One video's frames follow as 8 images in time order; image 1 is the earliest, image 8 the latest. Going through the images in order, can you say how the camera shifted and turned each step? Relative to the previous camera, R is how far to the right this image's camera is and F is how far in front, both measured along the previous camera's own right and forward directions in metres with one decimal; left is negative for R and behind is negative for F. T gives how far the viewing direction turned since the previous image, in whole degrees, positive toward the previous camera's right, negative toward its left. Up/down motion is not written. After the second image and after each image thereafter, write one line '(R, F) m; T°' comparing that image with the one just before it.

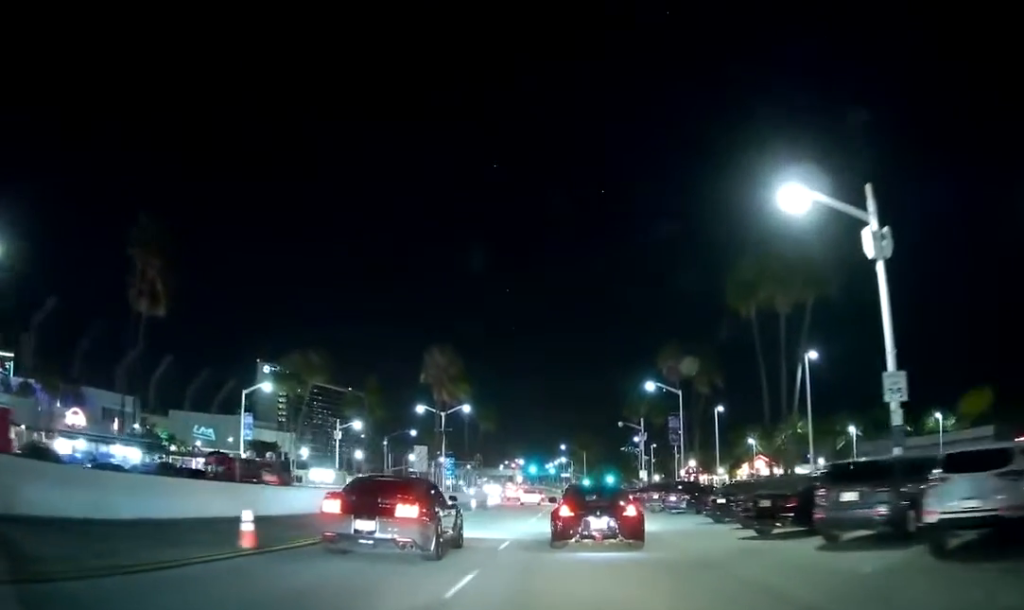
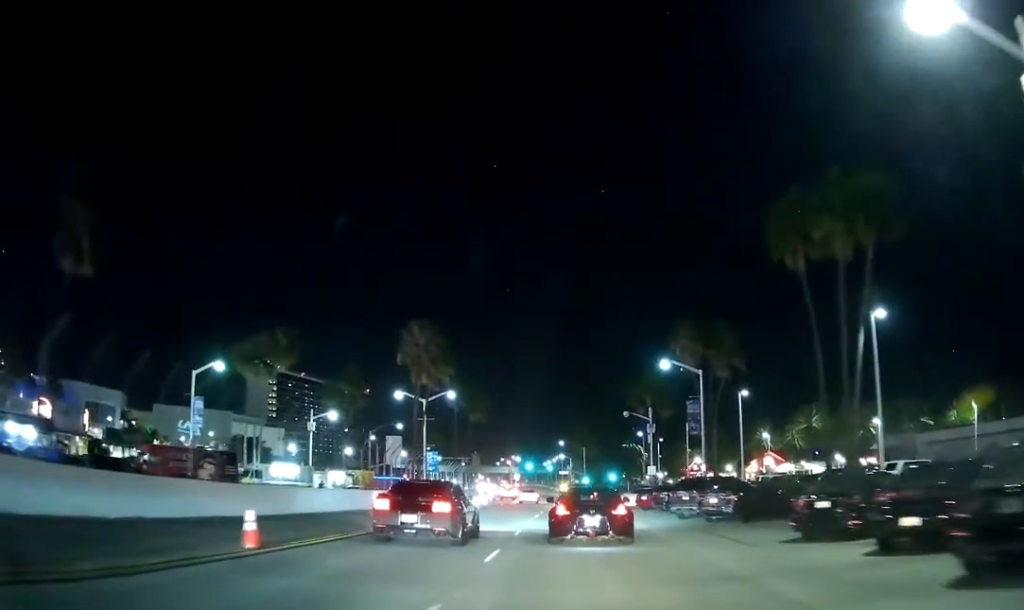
(+0.2, +9.8) m; 0°
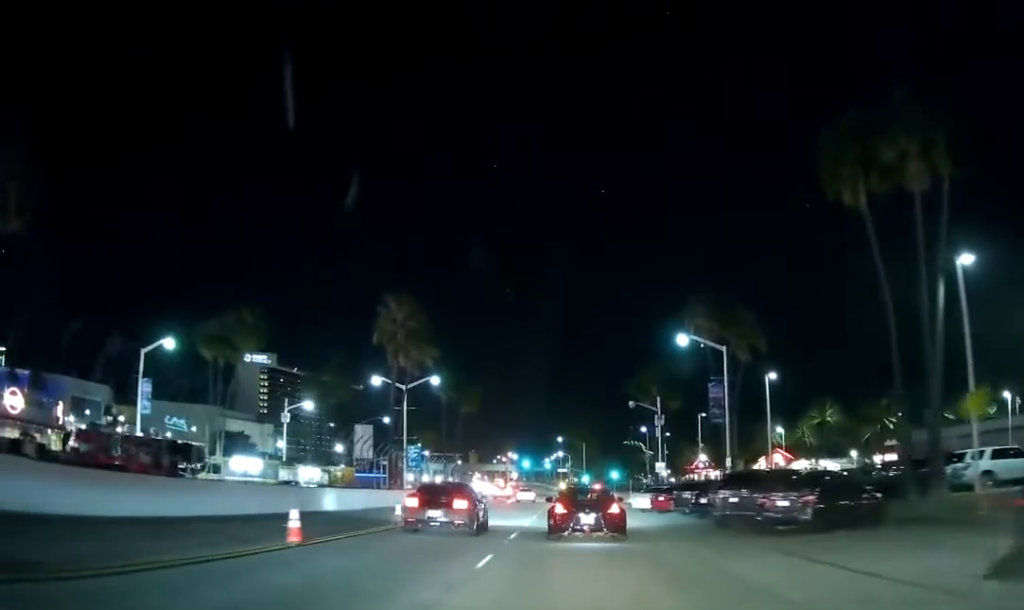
(-0.2, +8.3) m; -2°
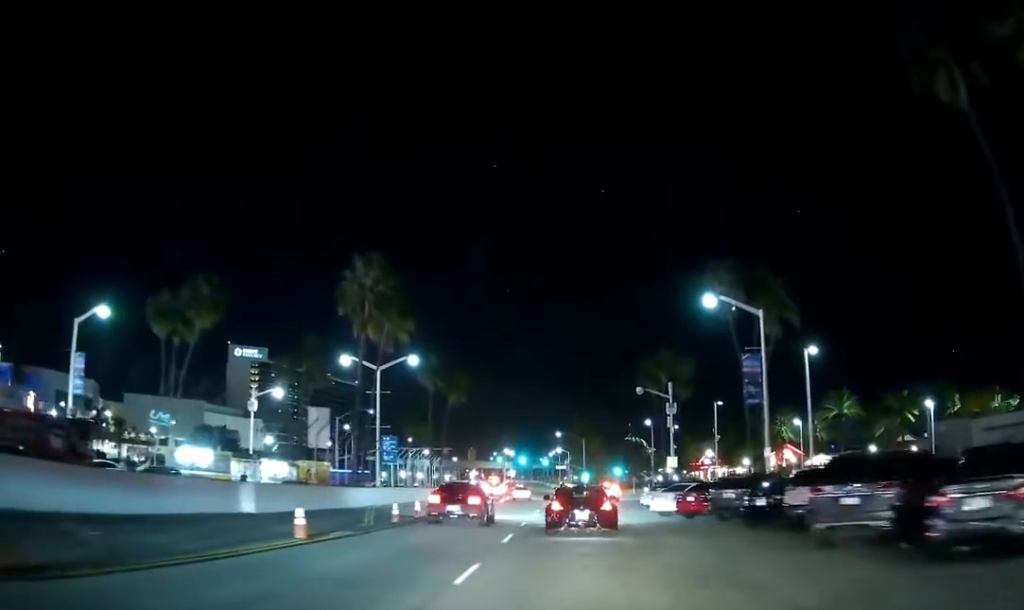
(-0.2, +9.2) m; -1°
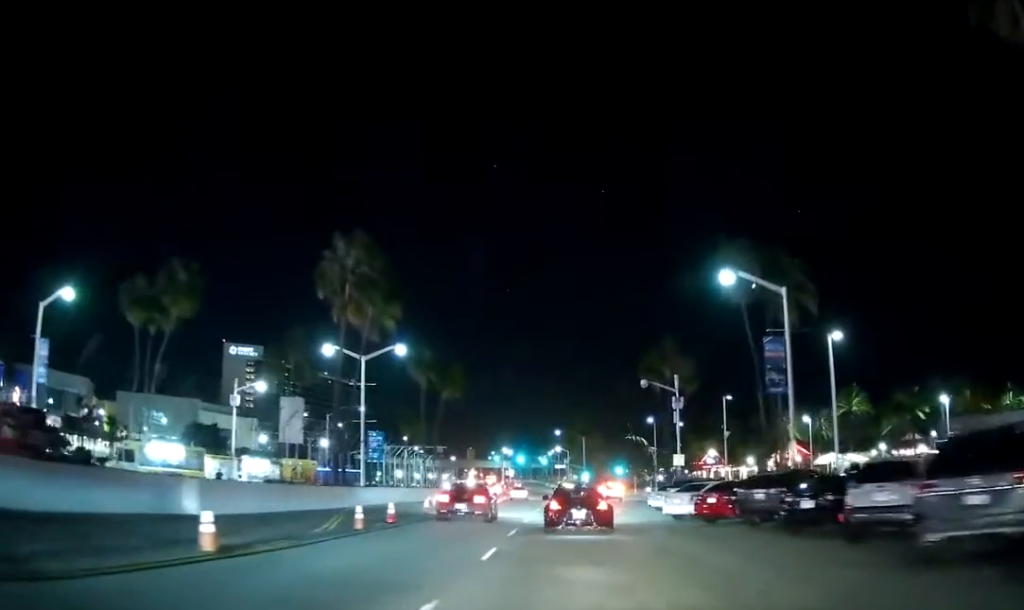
(0.0, +4.5) m; 0°
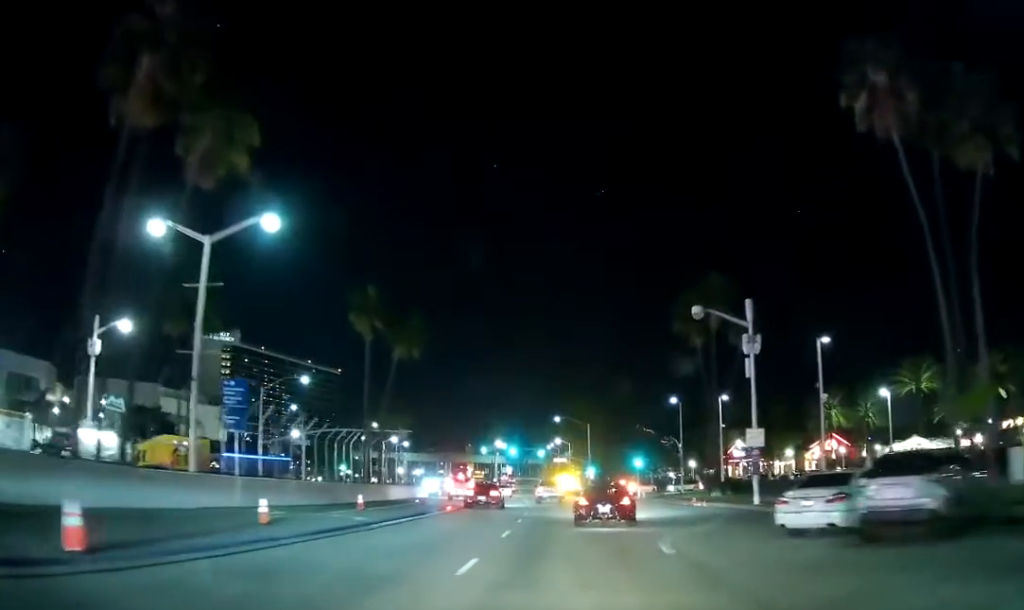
(0.0, +24.6) m; 0°
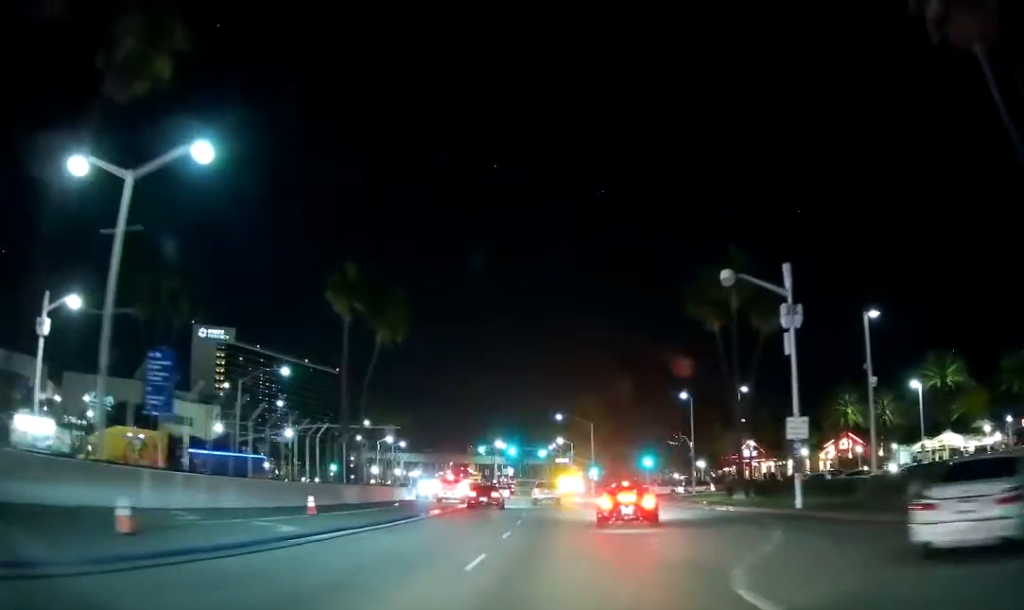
(+0.1, +6.3) m; 0°
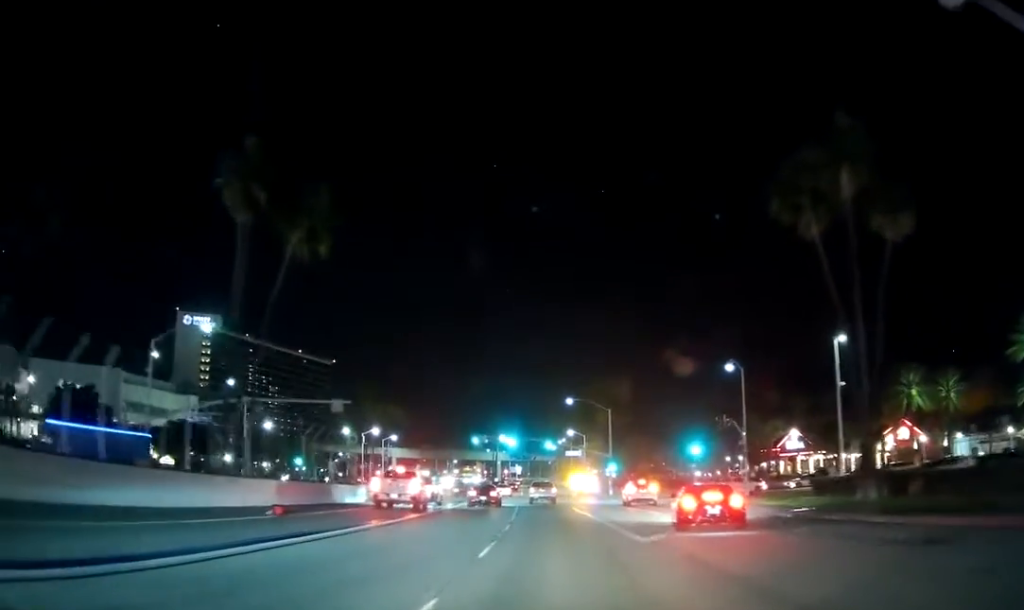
(0.0, +19.6) m; -1°
